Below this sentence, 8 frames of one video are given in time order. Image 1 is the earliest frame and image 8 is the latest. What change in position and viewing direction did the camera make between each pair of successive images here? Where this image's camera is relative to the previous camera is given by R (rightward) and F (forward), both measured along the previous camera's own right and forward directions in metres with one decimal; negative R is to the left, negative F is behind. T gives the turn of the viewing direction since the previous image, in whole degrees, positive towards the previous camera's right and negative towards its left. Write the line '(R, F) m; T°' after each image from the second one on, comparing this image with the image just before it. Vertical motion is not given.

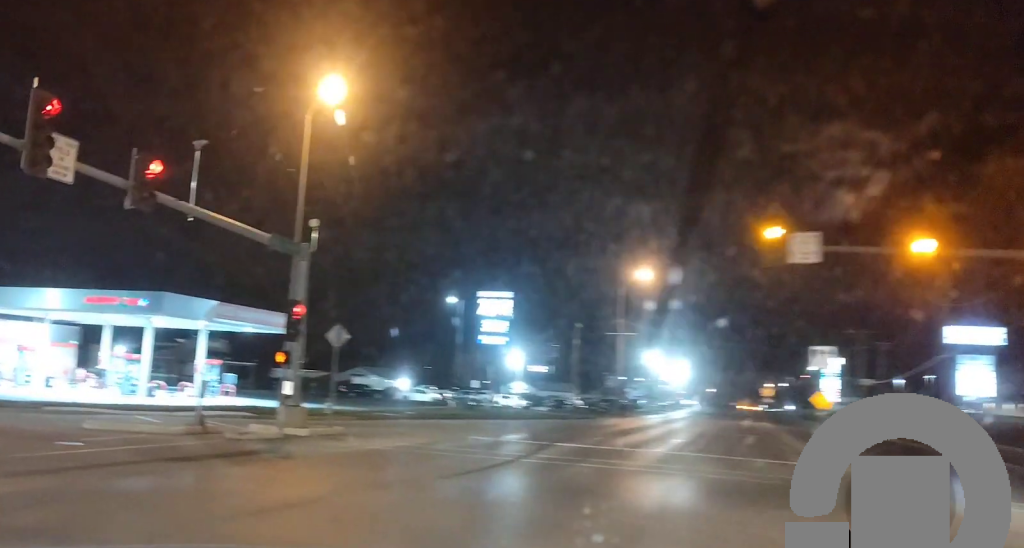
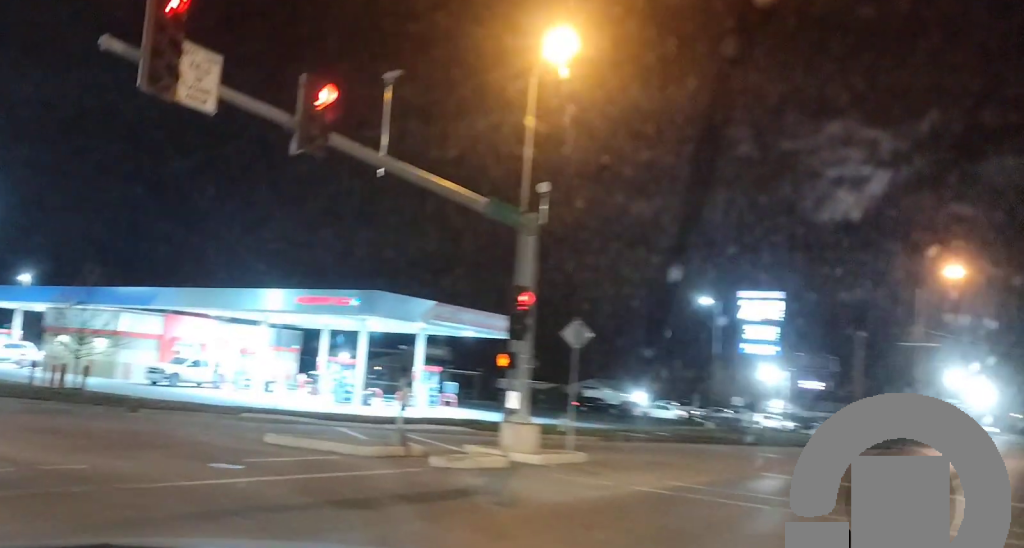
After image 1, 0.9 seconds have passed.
(-0.8, +5.9) m; -16°
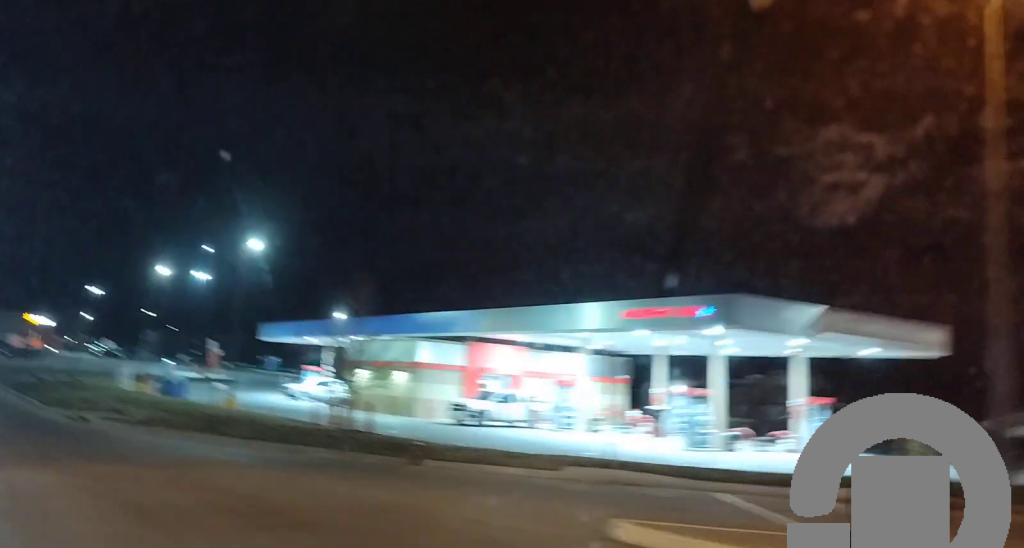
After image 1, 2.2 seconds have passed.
(-1.8, +8.4) m; -23°
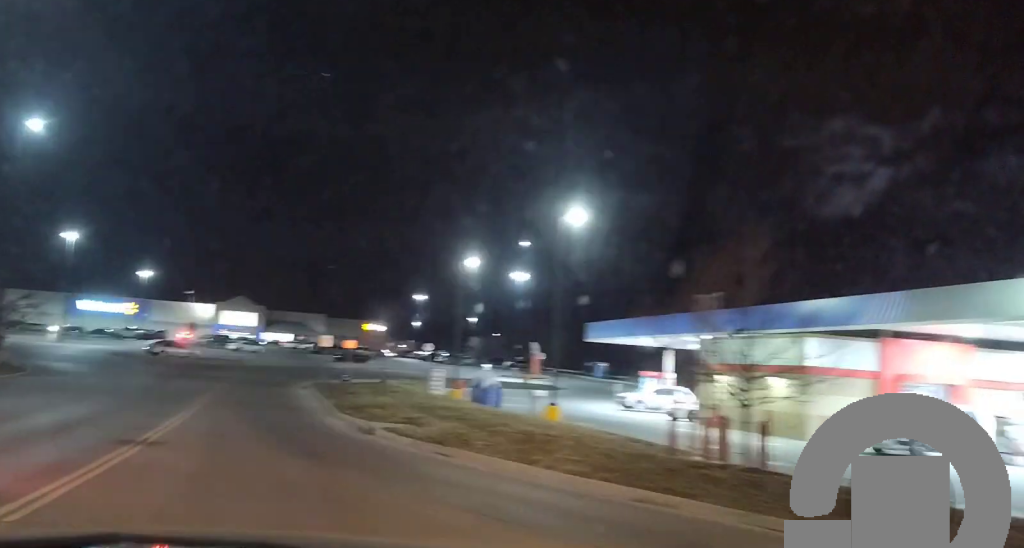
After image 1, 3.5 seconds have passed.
(-1.2, +8.2) m; -19°
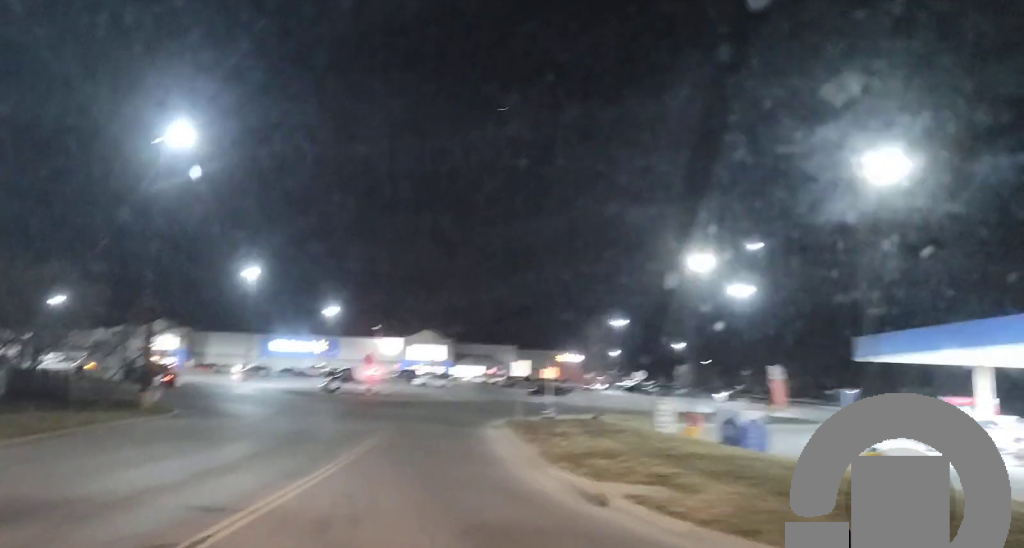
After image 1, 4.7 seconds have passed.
(-1.6, +8.4) m; -16°
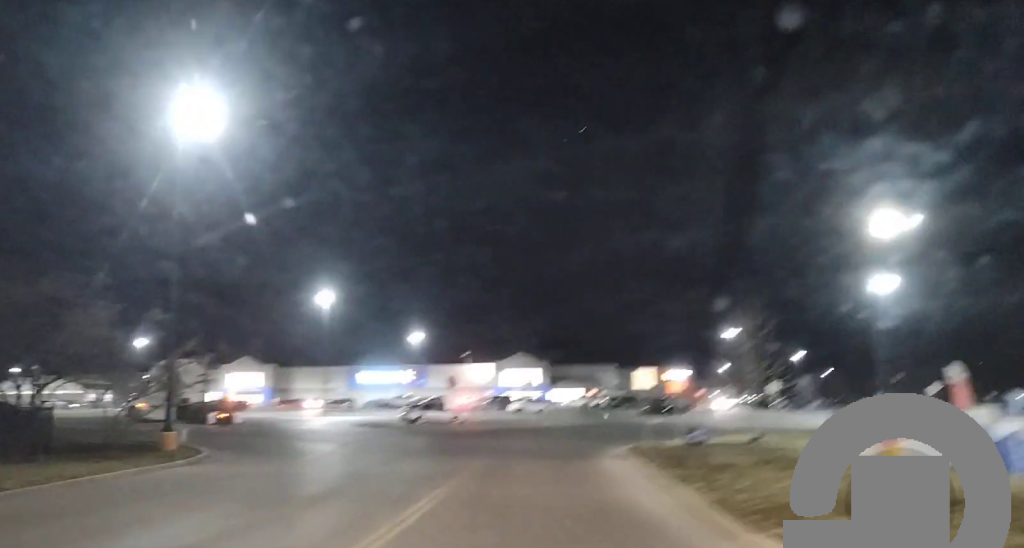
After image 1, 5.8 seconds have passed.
(-0.5, +8.1) m; -2°
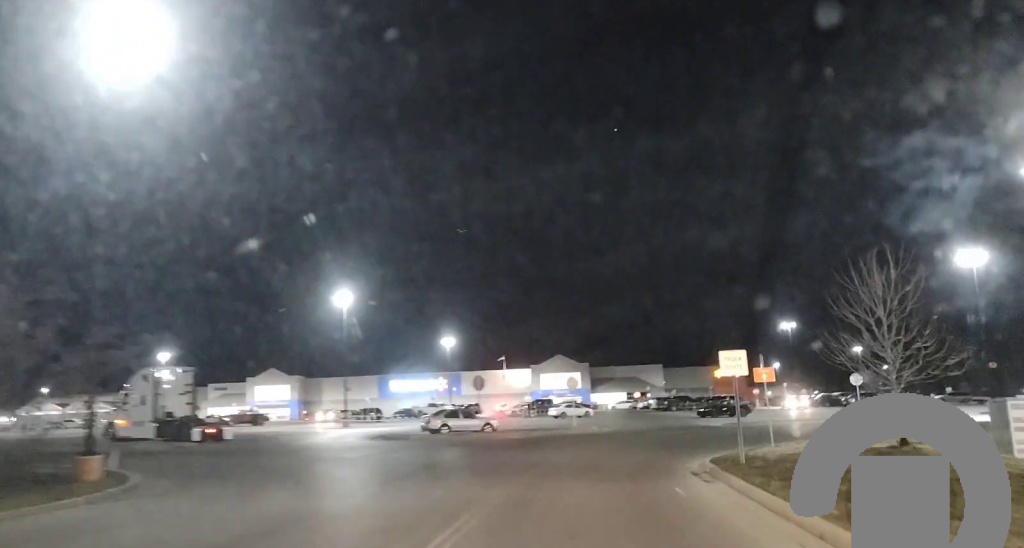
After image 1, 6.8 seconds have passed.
(+0.1, +7.4) m; 0°
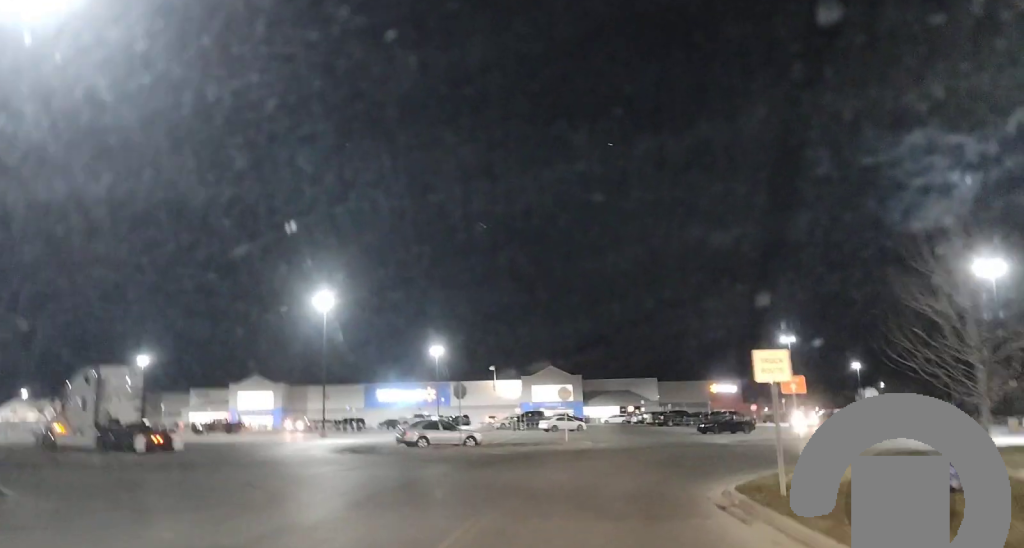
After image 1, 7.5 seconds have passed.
(-0.3, +4.5) m; +1°
